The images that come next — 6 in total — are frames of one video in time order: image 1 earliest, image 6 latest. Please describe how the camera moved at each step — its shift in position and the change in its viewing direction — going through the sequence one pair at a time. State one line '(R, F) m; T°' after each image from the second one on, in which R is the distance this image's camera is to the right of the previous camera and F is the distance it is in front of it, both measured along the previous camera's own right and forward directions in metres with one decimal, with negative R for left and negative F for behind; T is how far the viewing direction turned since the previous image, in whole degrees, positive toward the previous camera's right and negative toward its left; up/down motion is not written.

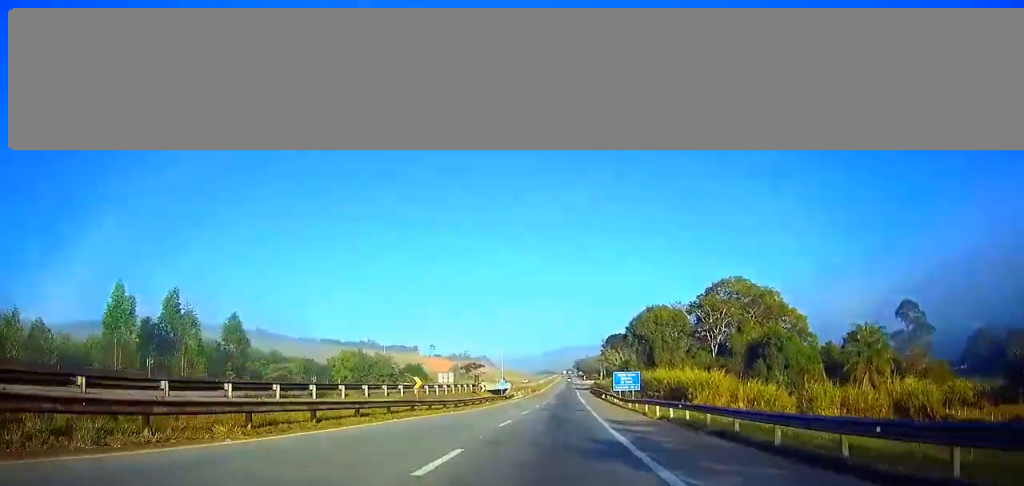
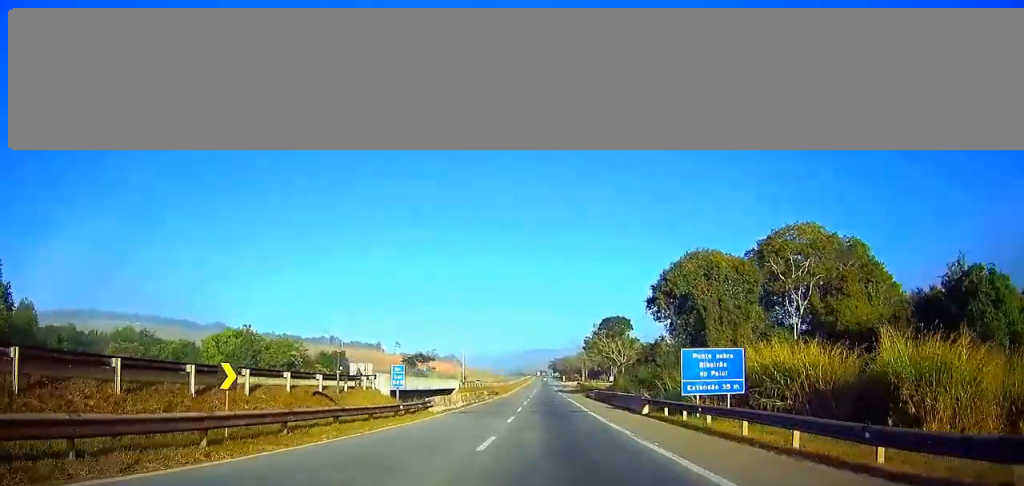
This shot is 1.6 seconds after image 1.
(+0.7, +46.8) m; +2°
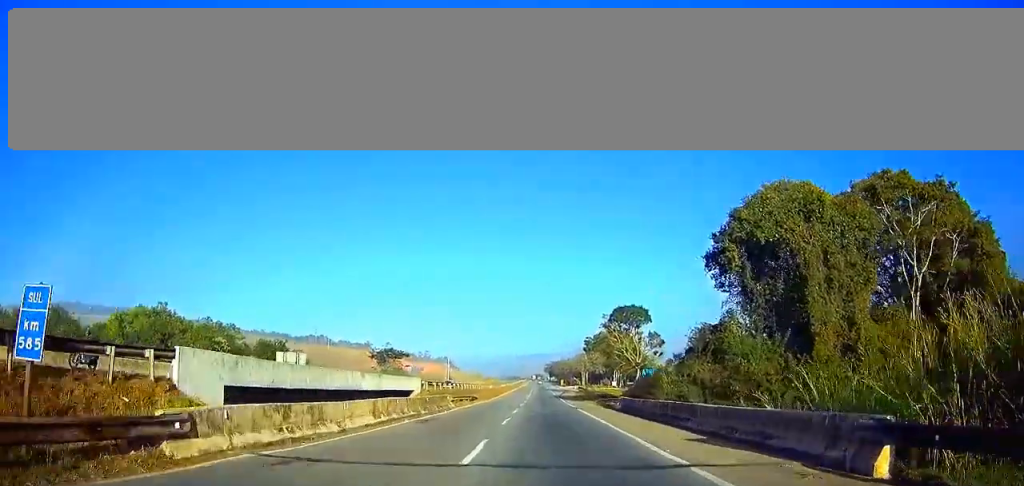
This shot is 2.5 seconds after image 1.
(0.0, +24.2) m; +1°
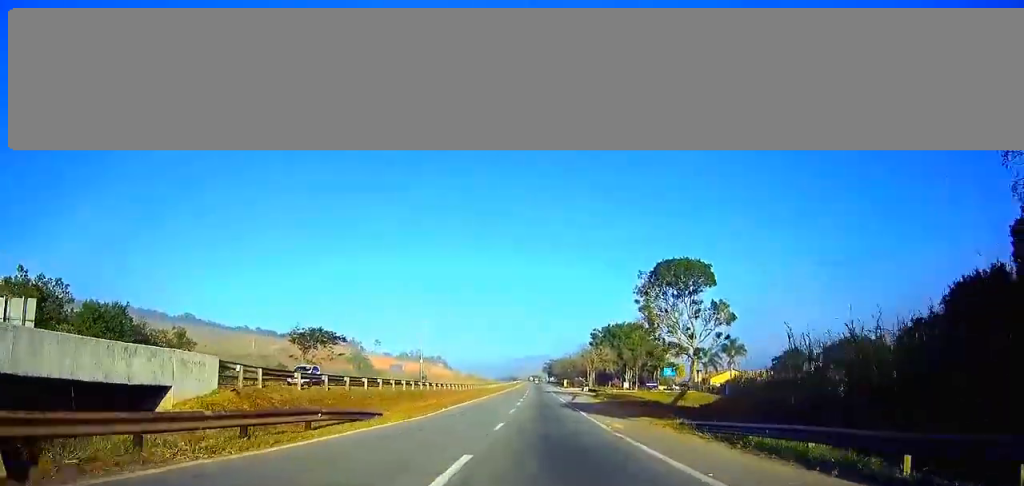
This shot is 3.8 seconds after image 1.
(+0.4, +38.3) m; +1°
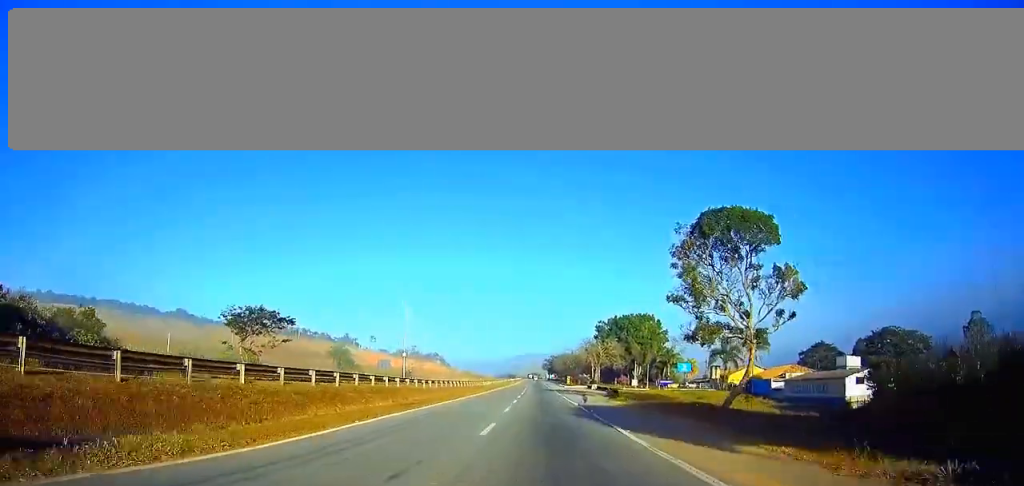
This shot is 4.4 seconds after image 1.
(0.0, +17.7) m; 0°
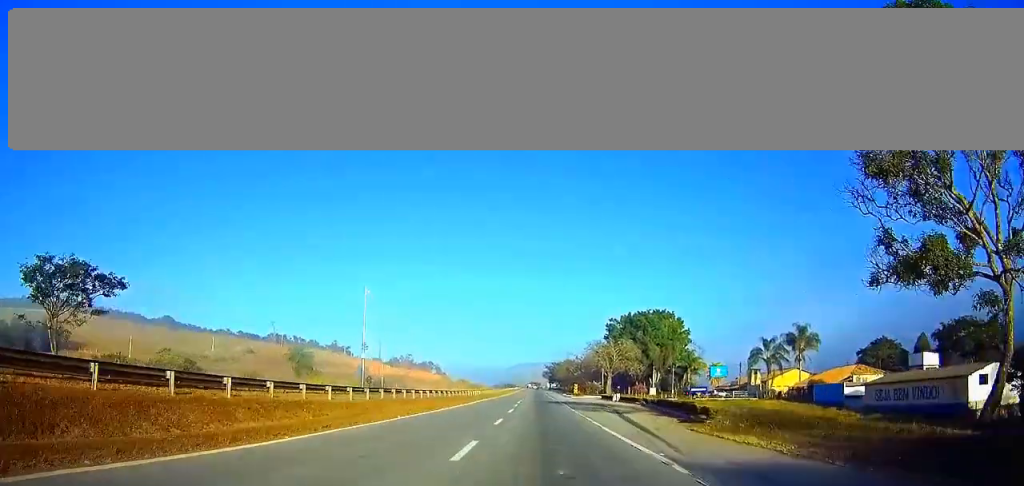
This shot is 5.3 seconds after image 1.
(0.0, +28.7) m; 0°
